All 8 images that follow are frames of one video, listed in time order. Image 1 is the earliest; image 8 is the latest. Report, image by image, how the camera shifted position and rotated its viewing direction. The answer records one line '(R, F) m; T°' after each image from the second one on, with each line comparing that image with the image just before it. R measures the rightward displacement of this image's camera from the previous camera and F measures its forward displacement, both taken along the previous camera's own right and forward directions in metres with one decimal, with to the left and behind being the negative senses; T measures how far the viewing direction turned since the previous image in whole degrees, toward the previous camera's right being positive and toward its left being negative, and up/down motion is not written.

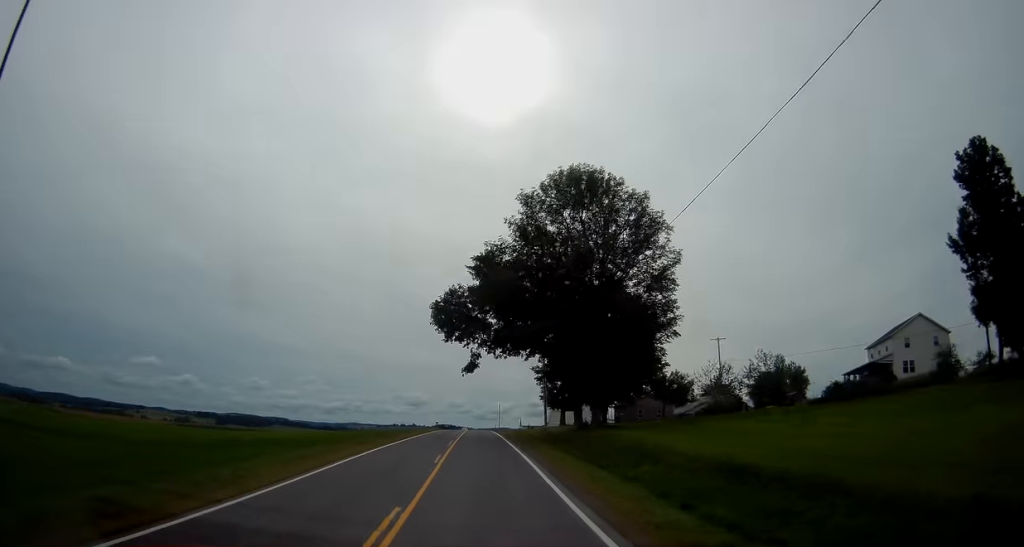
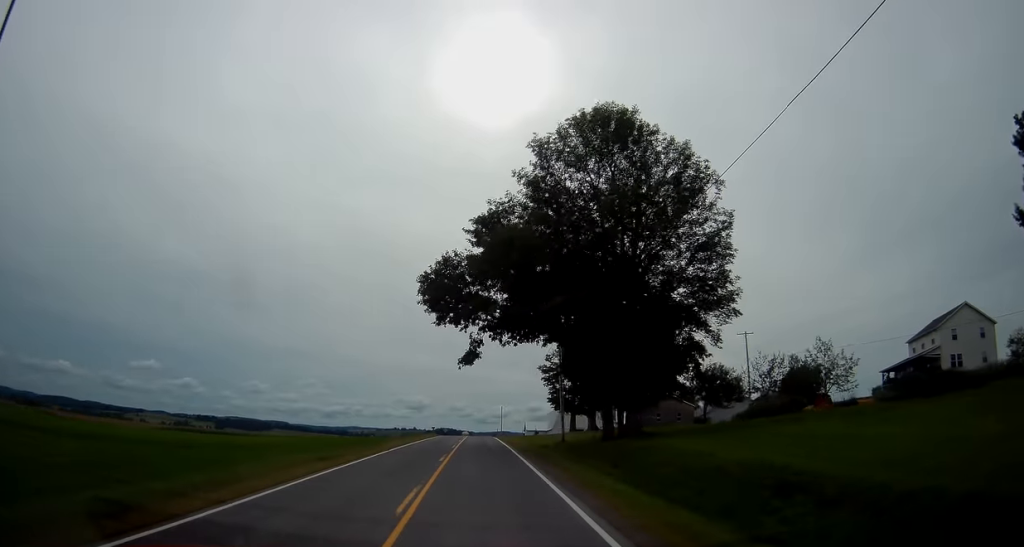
(+0.1, +9.6) m; 0°
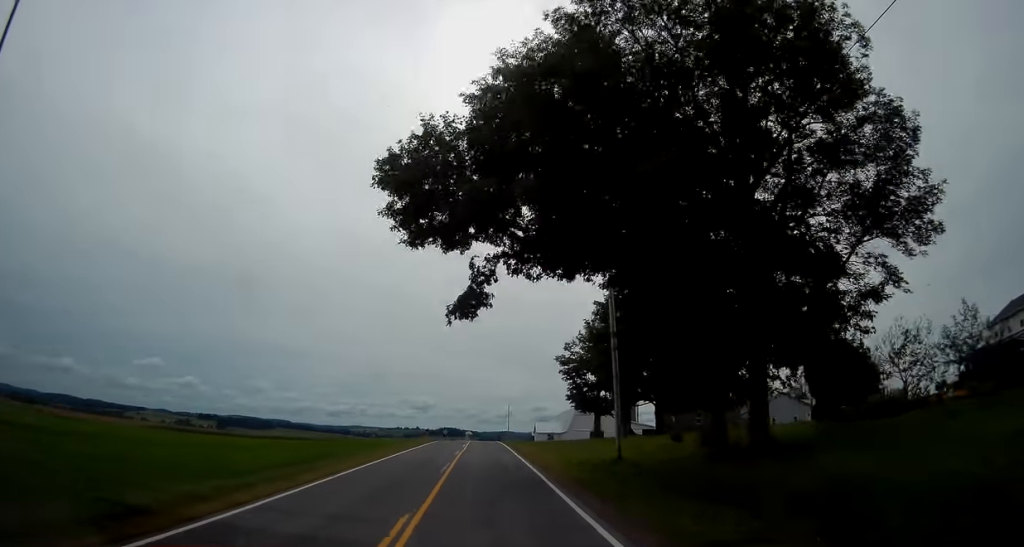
(-0.1, +15.3) m; 0°
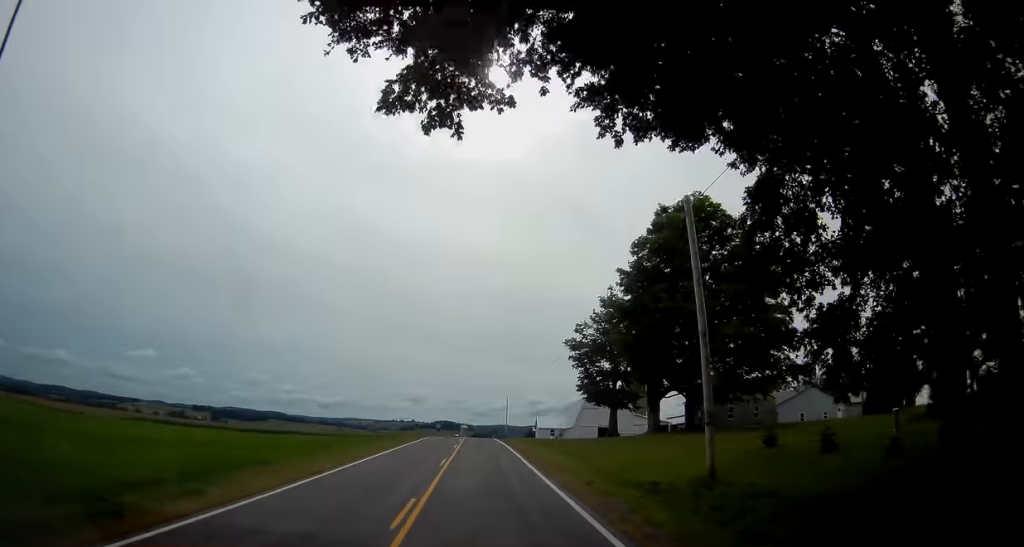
(0.0, +10.8) m; 0°
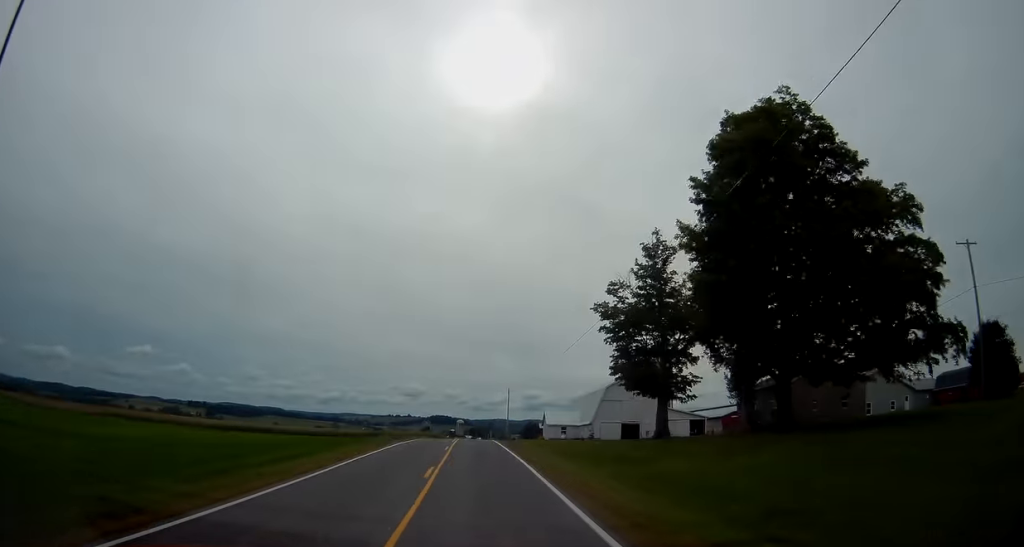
(0.0, +17.8) m; 0°
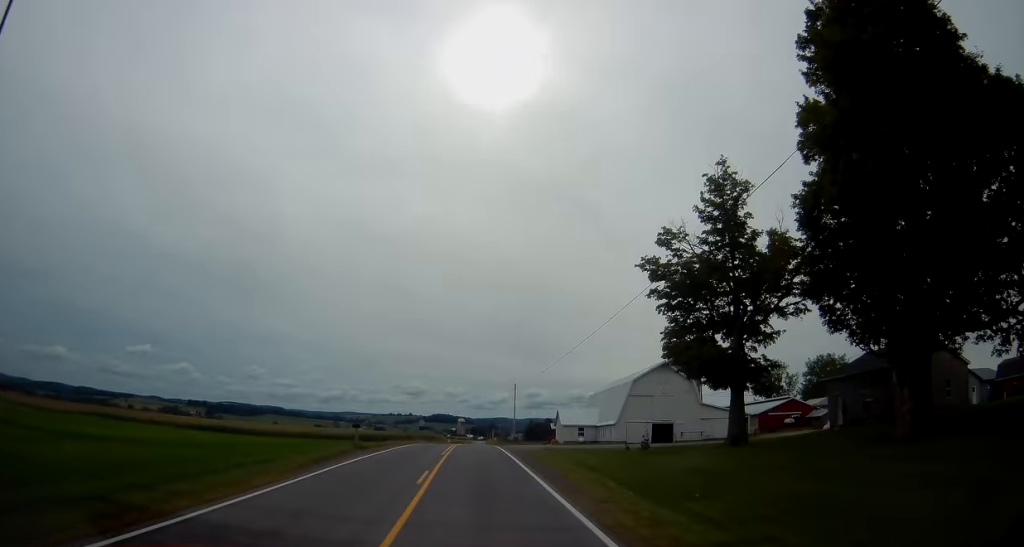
(-0.1, +13.3) m; 0°
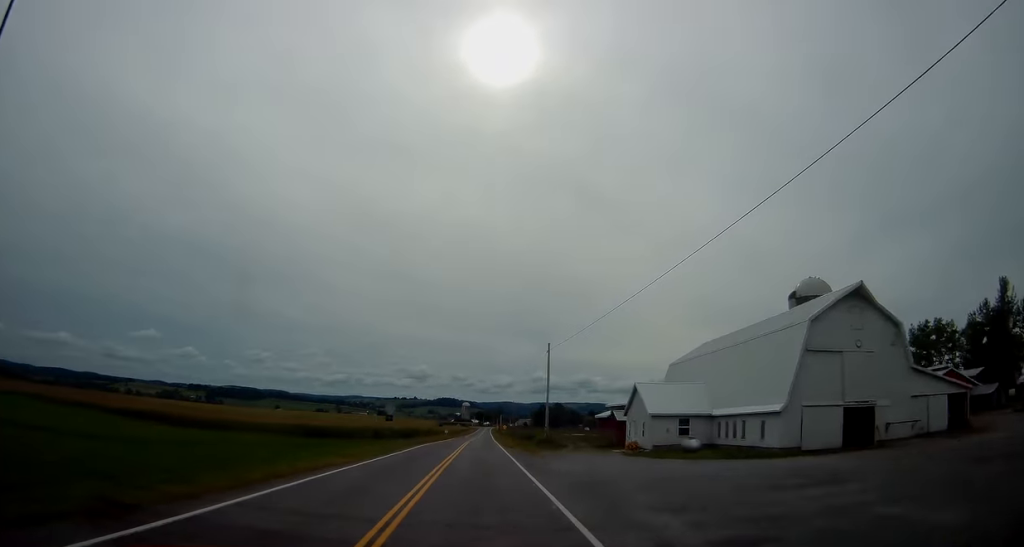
(+0.2, +36.1) m; +1°
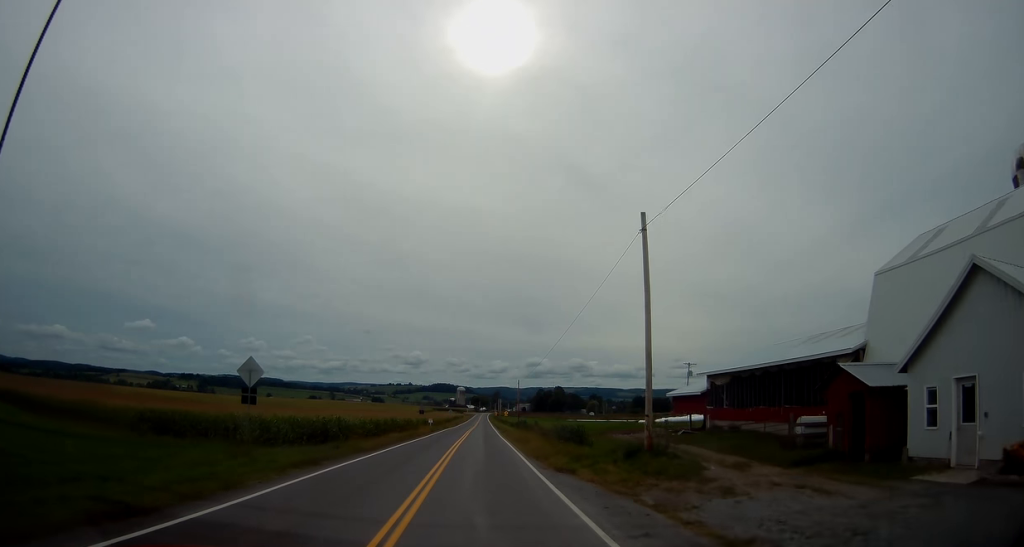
(-0.1, +31.1) m; 0°
